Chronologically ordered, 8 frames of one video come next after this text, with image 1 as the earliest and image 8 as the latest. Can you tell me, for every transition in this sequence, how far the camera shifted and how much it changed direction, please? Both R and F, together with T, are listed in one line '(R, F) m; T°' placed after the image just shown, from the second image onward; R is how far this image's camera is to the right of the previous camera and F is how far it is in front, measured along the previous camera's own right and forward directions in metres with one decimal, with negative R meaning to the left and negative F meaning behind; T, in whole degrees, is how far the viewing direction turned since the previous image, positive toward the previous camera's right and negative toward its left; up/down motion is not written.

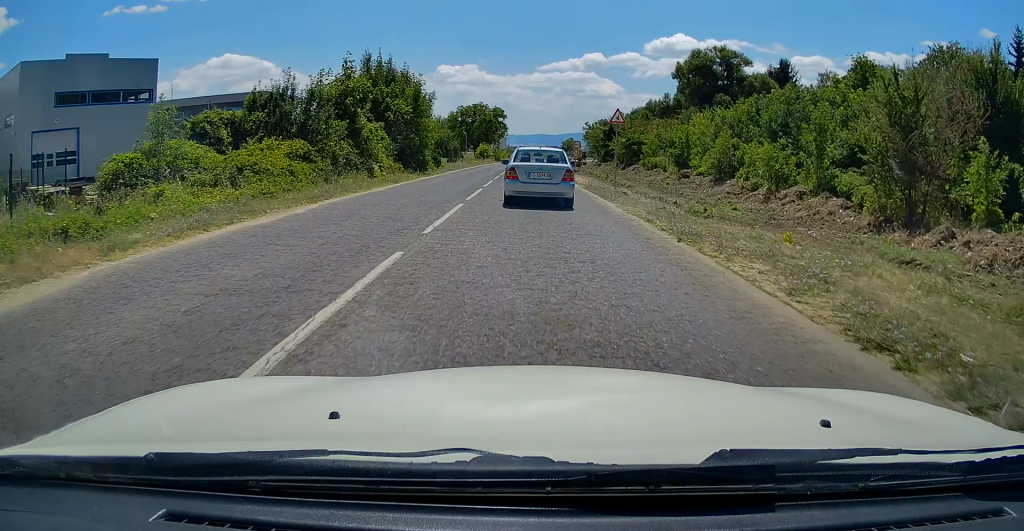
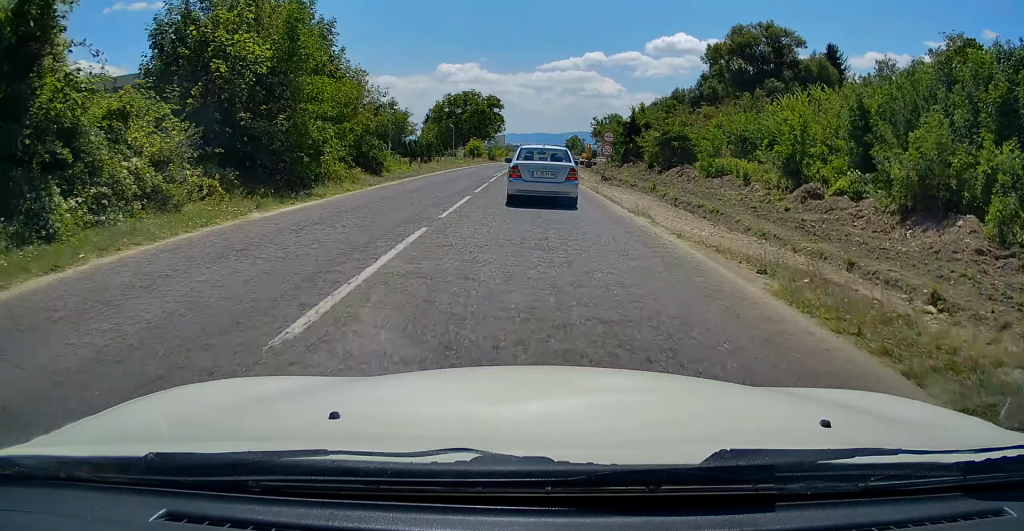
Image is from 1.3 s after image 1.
(+0.1, +20.9) m; 0°
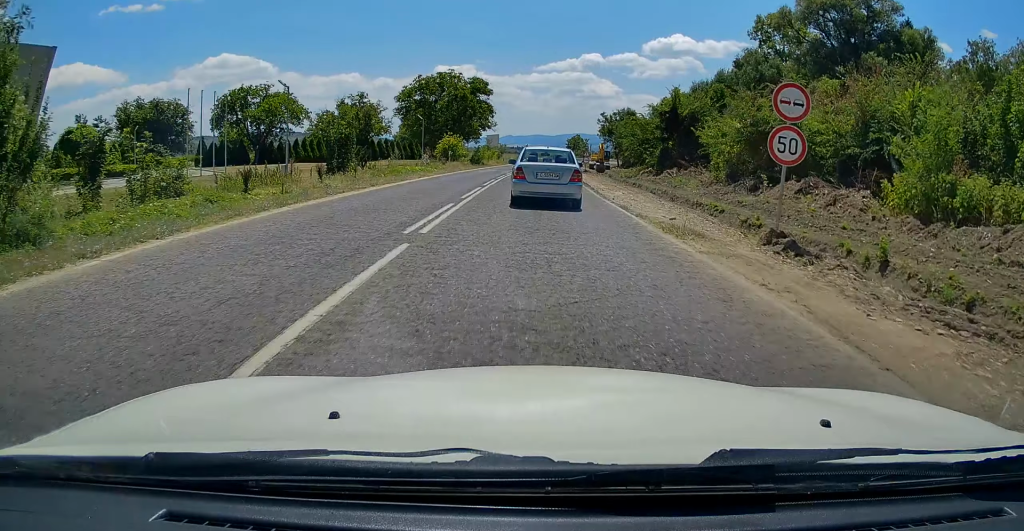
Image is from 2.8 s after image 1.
(-0.1, +25.3) m; 0°
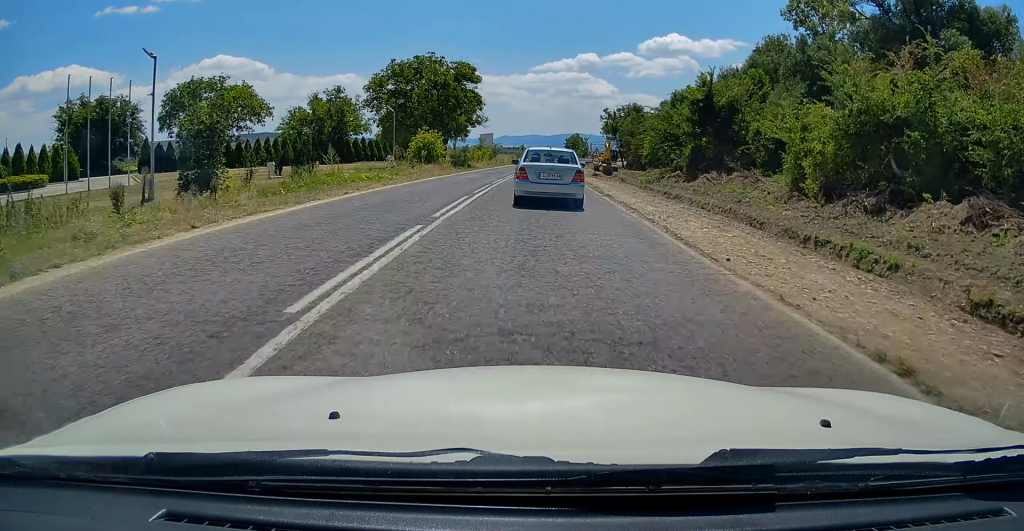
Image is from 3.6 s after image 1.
(0.0, +13.0) m; +1°
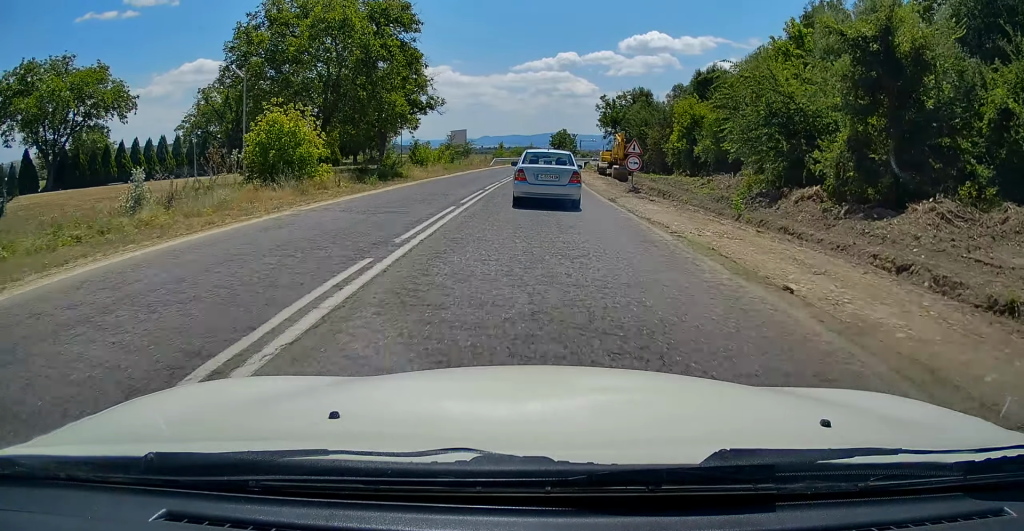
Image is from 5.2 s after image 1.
(+0.2, +27.4) m; 0°
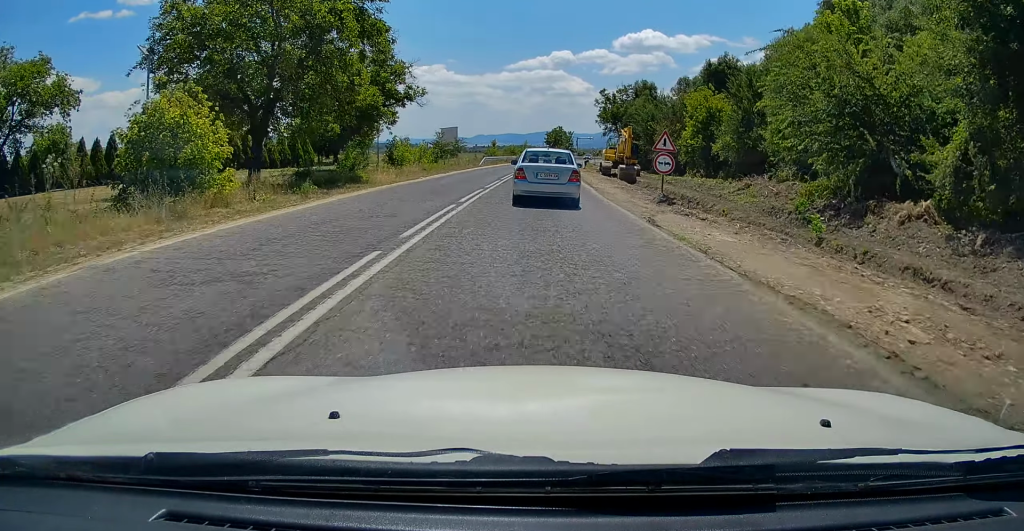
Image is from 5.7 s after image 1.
(0.0, +8.0) m; 0°
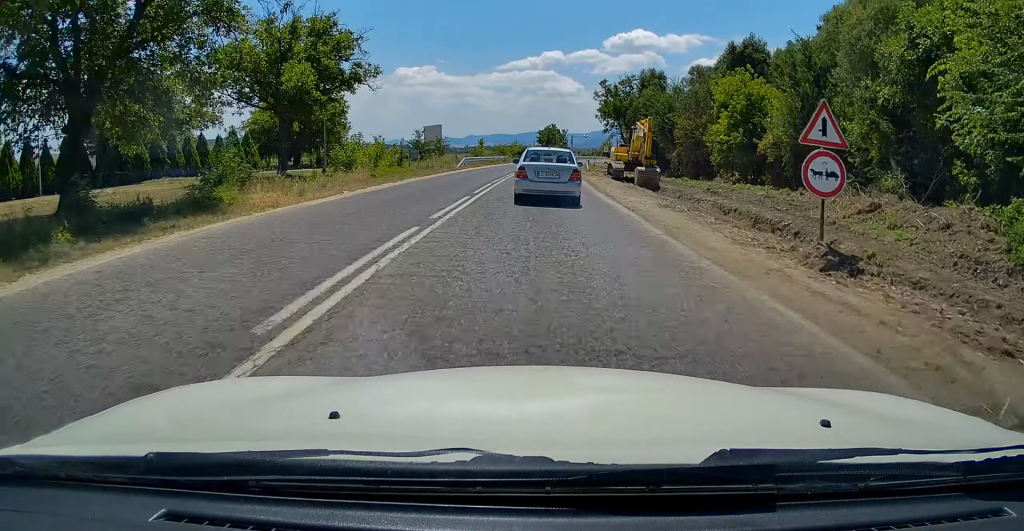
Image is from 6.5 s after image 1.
(+0.1, +12.5) m; +1°
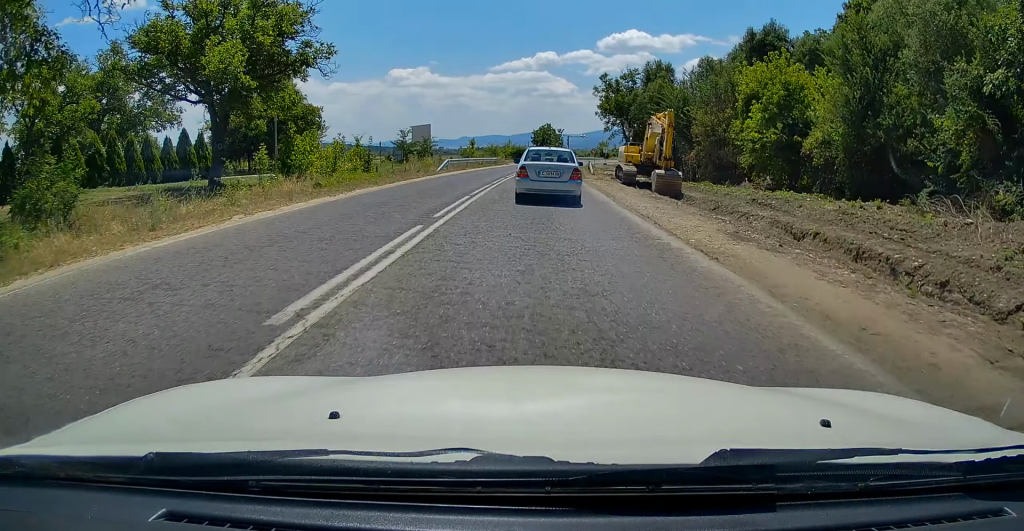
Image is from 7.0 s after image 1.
(0.0, +7.4) m; 0°
